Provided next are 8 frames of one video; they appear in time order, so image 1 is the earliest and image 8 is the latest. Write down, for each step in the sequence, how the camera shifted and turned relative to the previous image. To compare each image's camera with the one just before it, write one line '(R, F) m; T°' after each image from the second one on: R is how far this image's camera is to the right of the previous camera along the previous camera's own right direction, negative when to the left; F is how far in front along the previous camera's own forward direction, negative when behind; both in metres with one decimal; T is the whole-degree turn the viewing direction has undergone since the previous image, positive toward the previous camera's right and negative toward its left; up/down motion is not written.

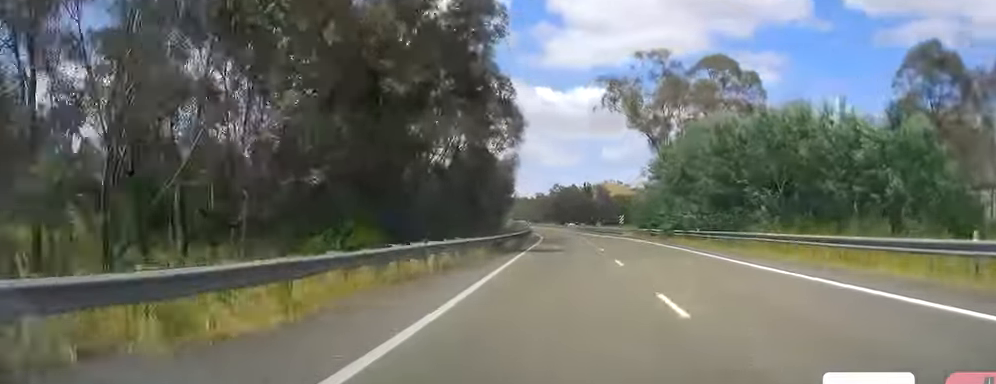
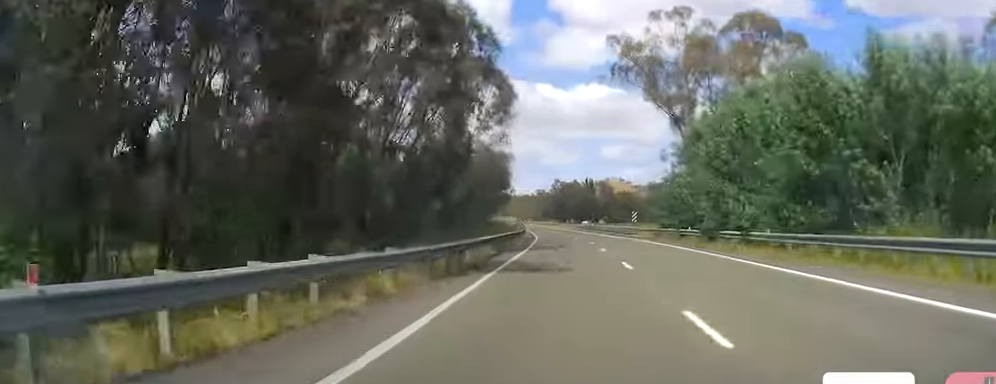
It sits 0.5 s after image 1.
(-0.1, +14.4) m; +1°
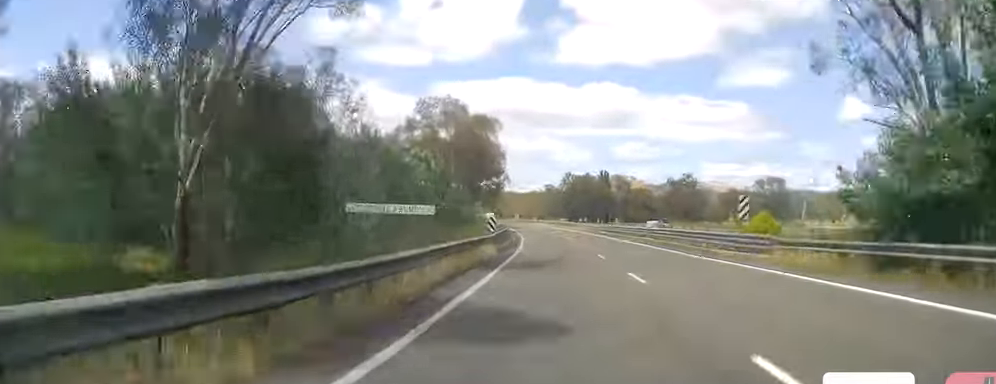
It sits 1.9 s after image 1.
(+1.1, +39.5) m; +1°
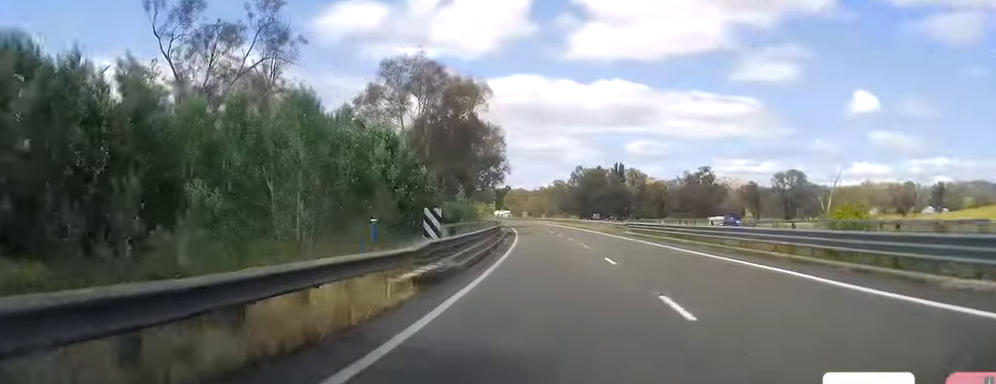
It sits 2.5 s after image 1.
(-0.3, +18.3) m; -1°
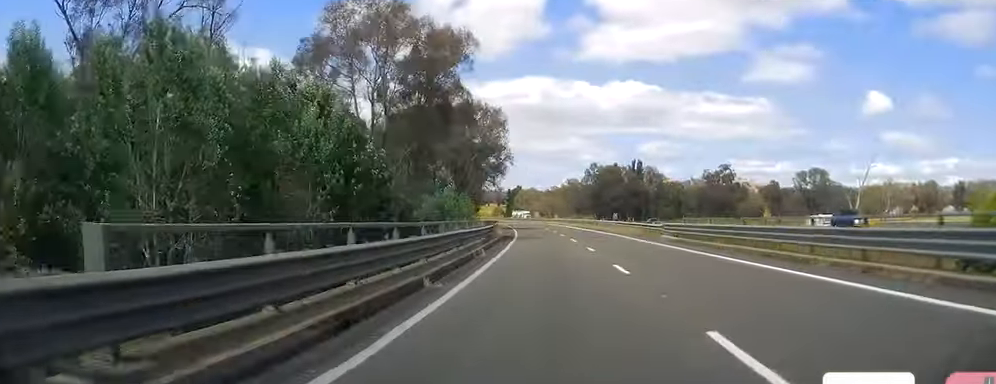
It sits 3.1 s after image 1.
(-0.4, +16.4) m; -1°
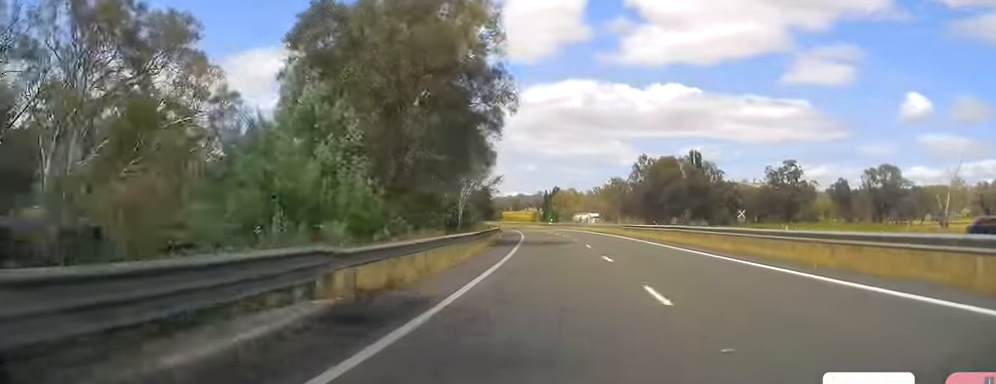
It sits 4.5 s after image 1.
(-0.3, +41.4) m; -2°
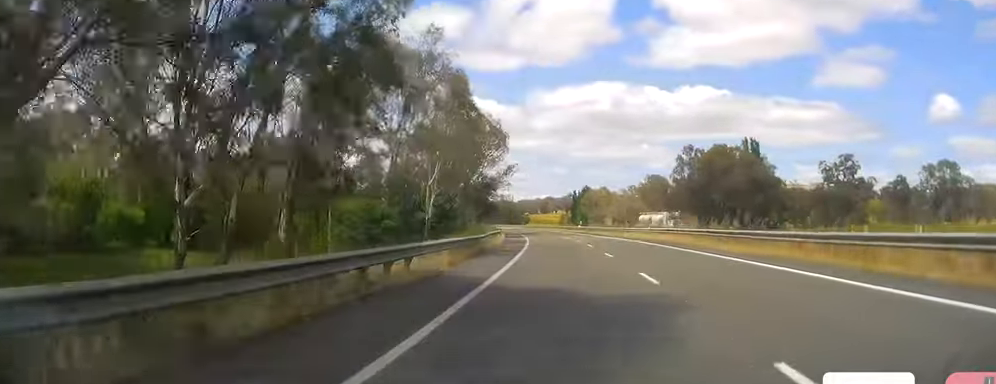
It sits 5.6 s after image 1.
(-0.6, +31.8) m; -2°
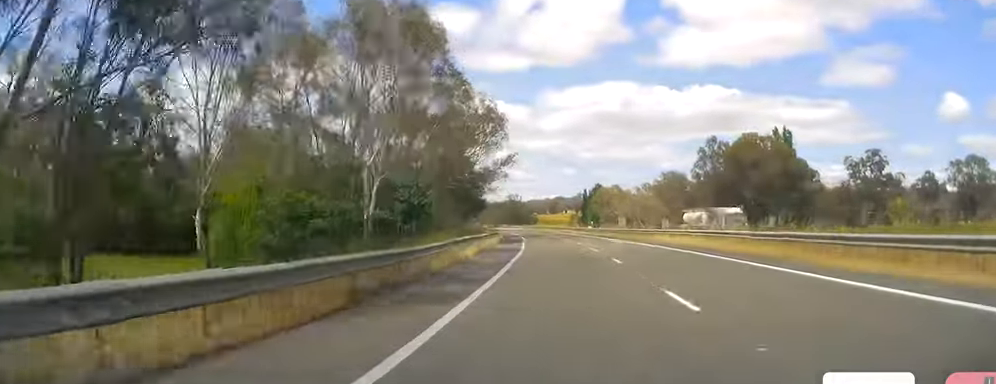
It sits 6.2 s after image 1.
(0.0, +16.5) m; -1°
